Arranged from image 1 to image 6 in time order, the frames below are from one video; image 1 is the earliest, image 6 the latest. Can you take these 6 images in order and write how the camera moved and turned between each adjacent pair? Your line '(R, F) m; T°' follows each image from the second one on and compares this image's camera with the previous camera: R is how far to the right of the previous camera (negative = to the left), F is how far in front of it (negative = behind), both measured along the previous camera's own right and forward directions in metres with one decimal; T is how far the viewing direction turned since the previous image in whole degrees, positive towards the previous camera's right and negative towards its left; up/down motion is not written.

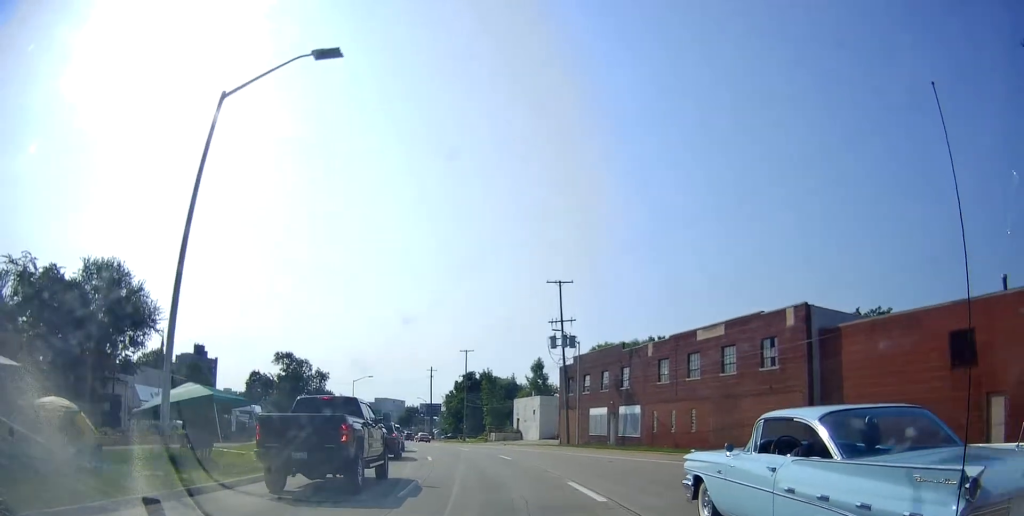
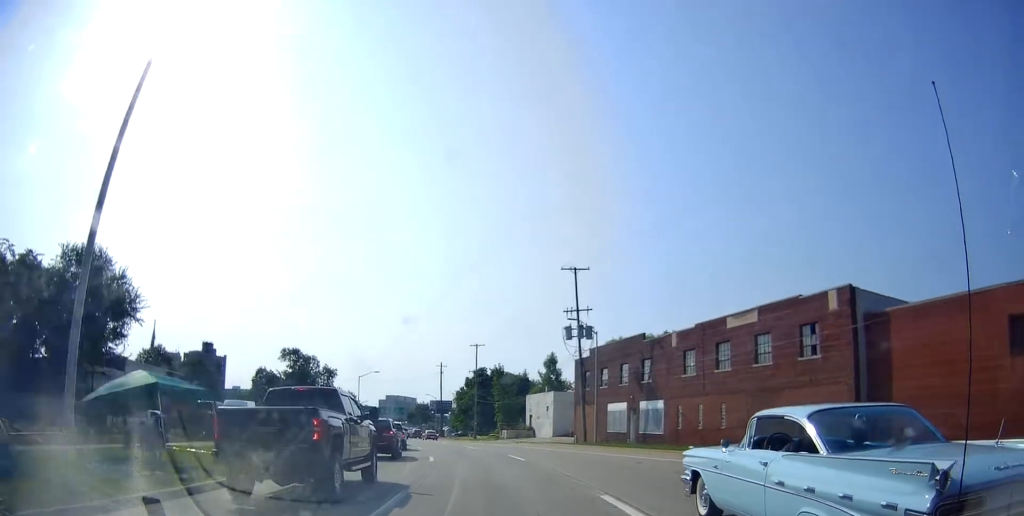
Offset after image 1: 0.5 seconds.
(+0.1, +3.4) m; -3°
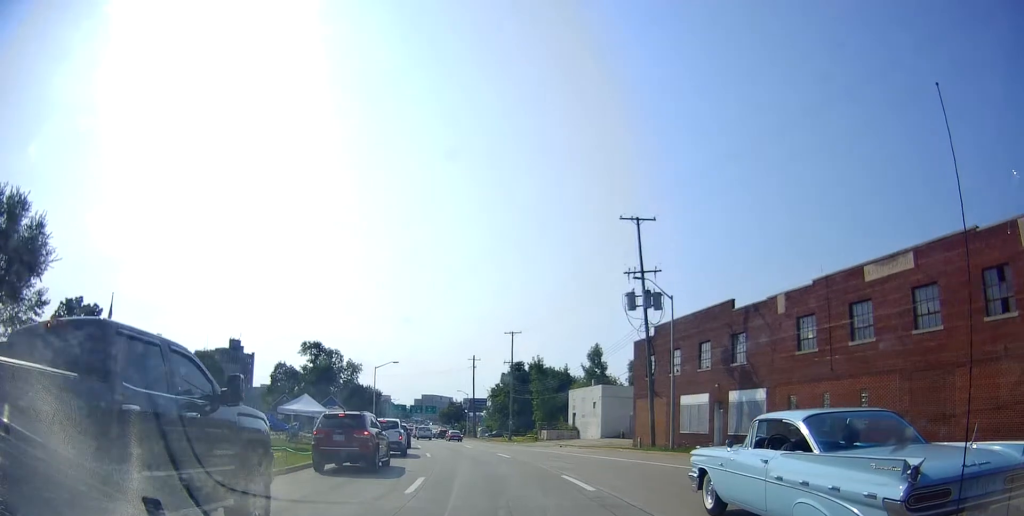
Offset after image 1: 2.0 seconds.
(-0.8, +11.8) m; -4°
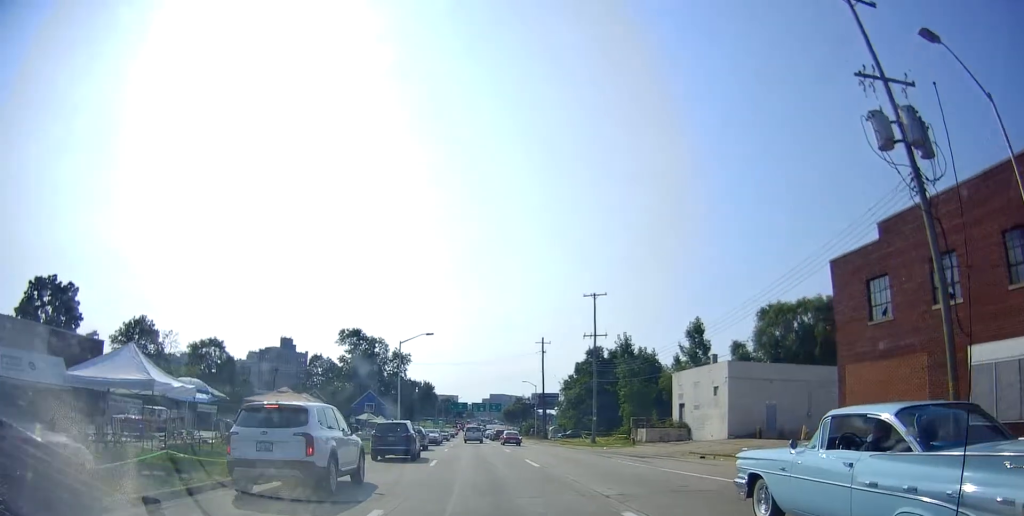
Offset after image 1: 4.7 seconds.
(-0.4, +22.9) m; -4°
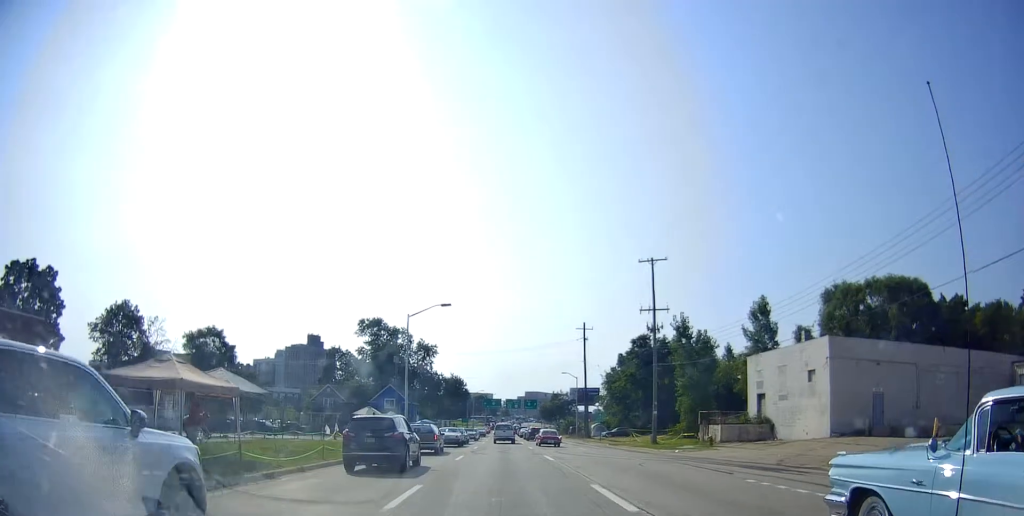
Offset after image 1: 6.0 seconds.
(-0.5, +12.0) m; 0°
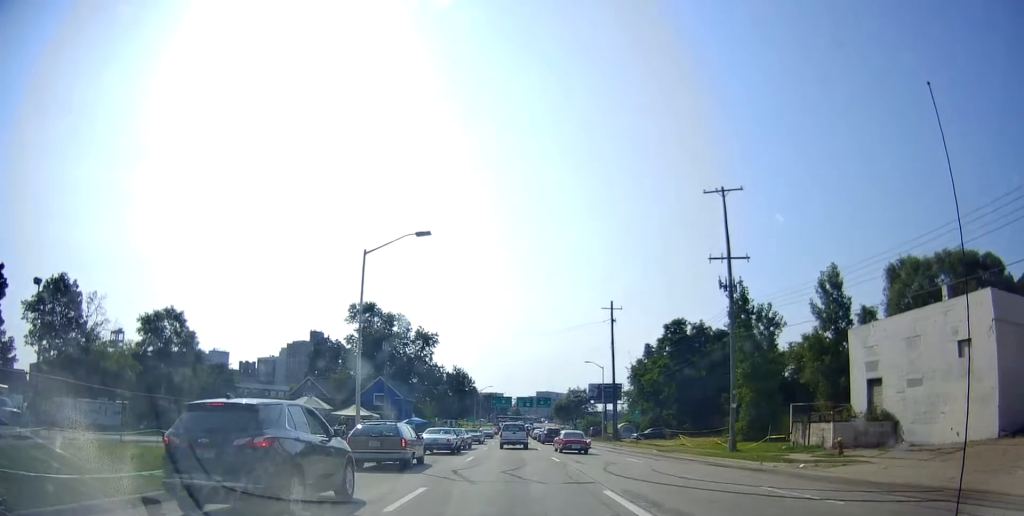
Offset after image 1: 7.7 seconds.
(+0.1, +15.2) m; -1°
